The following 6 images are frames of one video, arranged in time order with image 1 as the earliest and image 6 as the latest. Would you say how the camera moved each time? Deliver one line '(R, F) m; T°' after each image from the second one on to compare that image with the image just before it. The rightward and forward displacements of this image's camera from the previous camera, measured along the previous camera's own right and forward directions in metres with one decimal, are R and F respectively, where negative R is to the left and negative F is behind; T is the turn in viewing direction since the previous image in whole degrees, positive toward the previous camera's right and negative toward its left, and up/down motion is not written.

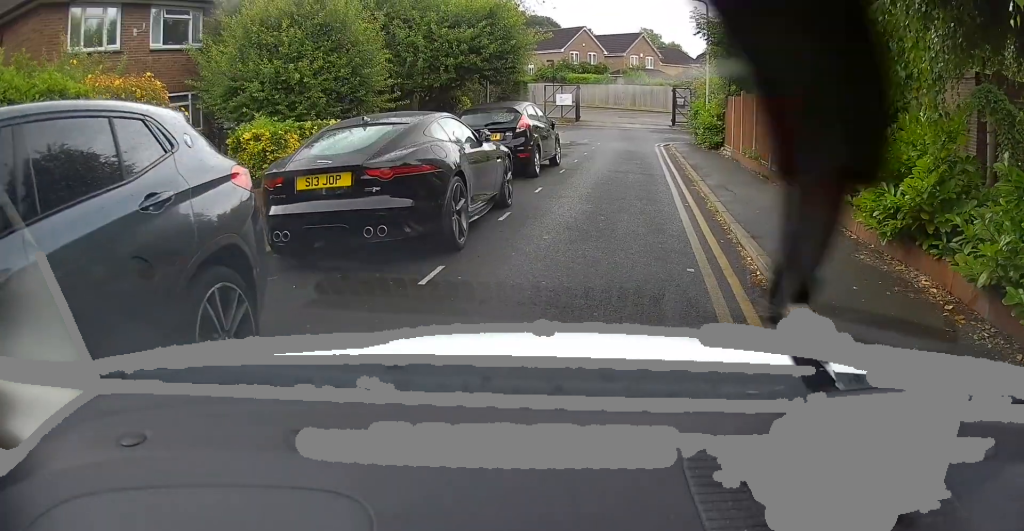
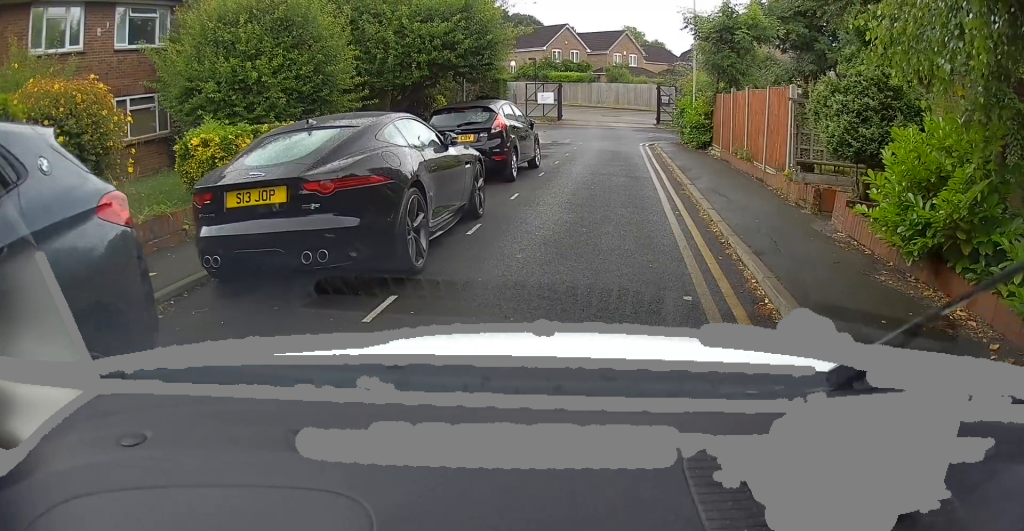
(0.0, +1.0) m; +1°
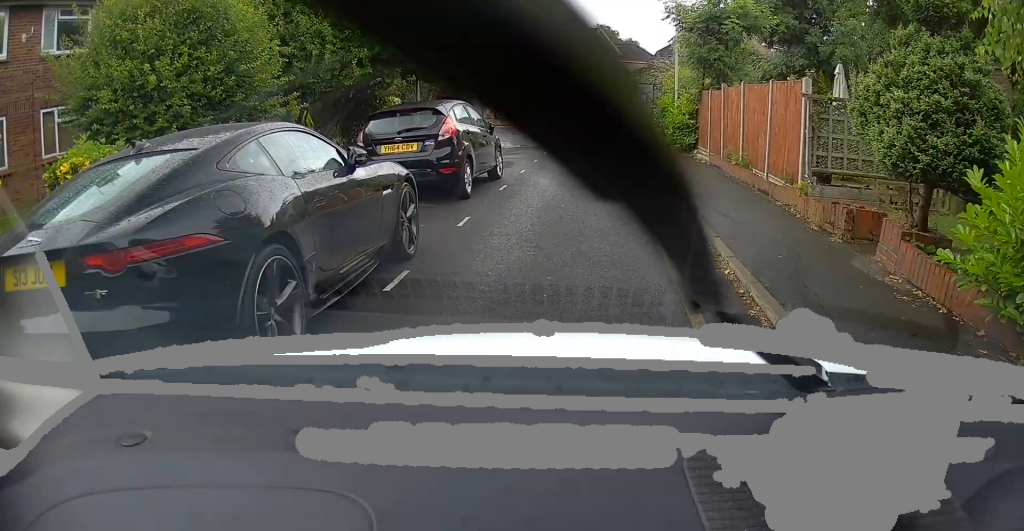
(0.0, +2.2) m; -1°
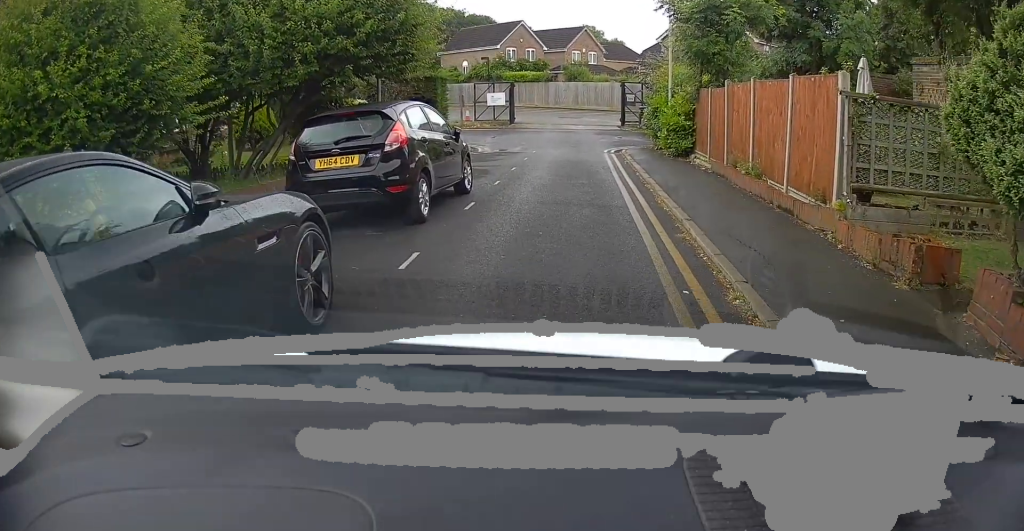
(0.0, +2.0) m; -2°
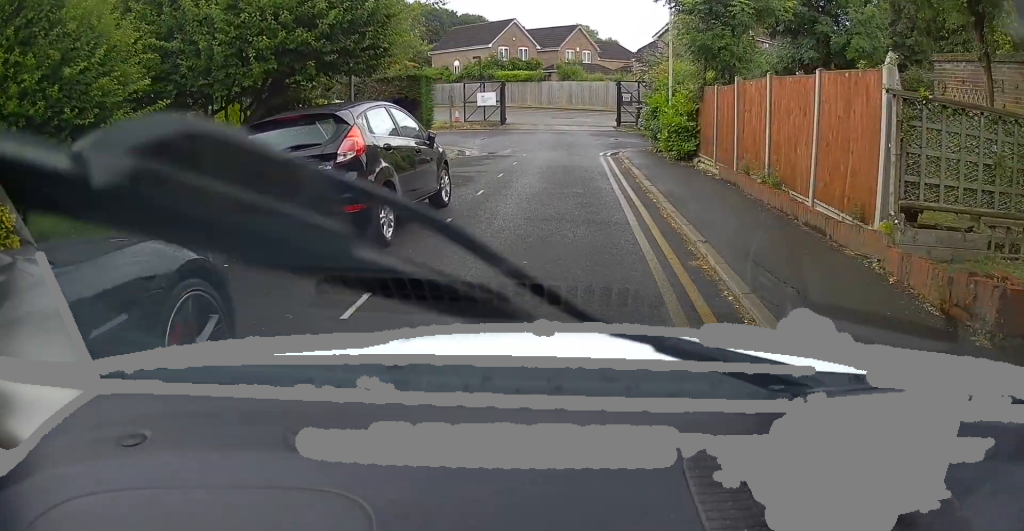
(0.0, +1.4) m; -1°
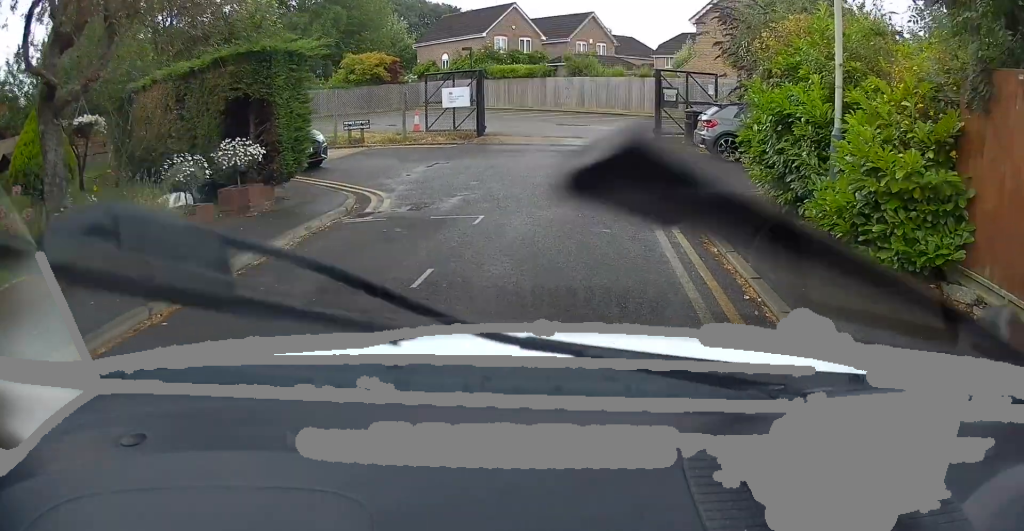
(-0.5, +10.4) m; -4°
